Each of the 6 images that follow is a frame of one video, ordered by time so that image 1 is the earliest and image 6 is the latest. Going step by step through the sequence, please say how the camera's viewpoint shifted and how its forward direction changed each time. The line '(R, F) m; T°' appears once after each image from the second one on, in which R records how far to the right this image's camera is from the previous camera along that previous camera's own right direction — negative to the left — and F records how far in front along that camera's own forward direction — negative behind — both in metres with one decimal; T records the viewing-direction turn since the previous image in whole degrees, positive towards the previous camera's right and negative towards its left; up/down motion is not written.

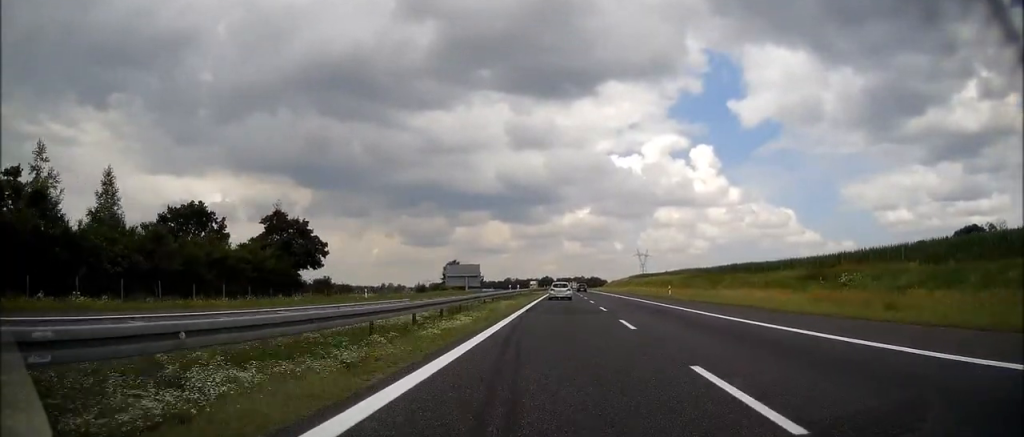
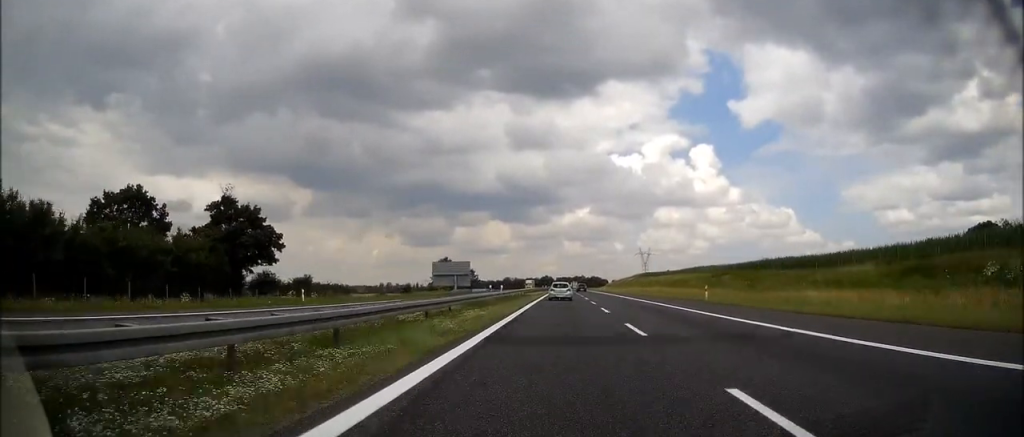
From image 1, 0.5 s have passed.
(+0.1, +14.5) m; 0°
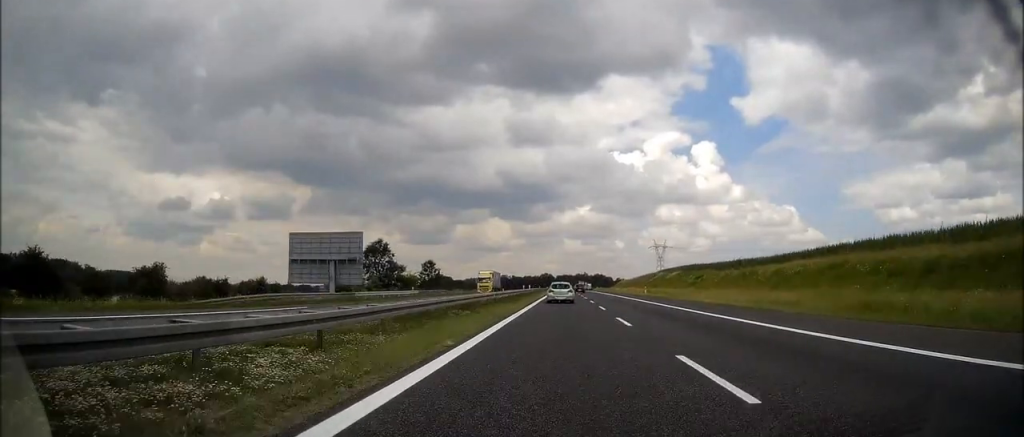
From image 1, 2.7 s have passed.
(-0.6, +69.1) m; -1°
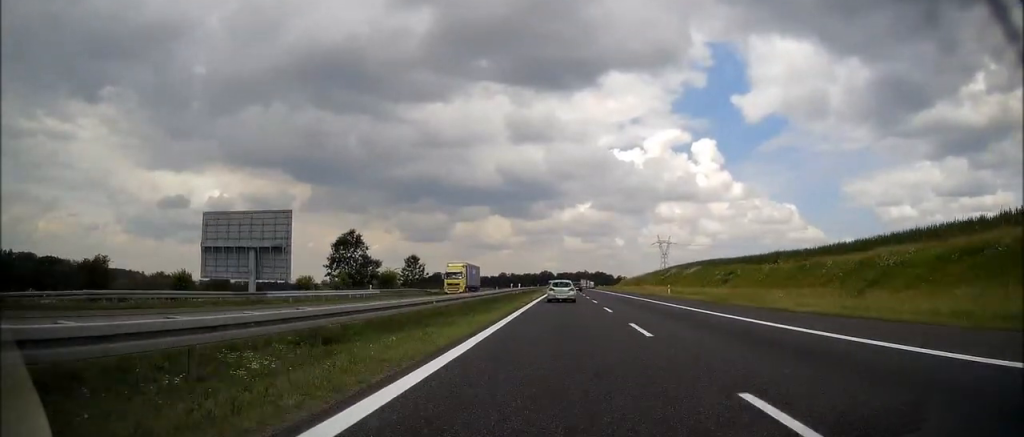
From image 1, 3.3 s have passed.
(0.0, +16.0) m; 0°
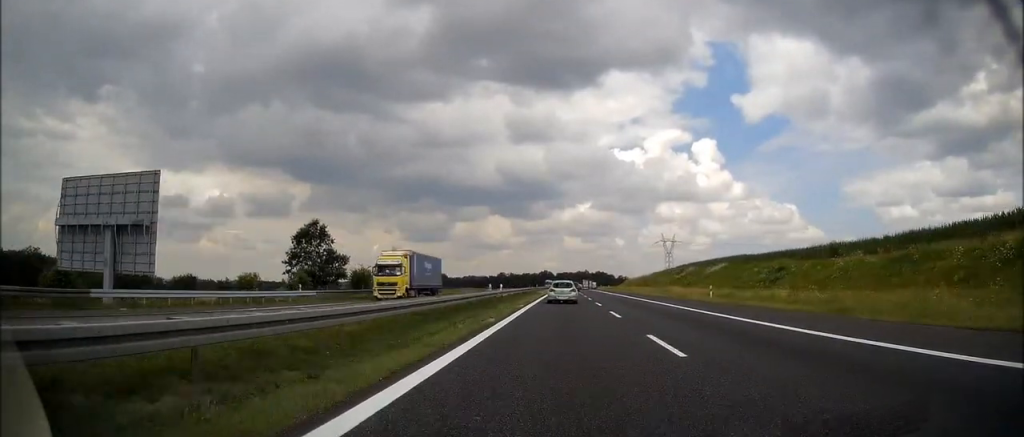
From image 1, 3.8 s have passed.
(0.0, +16.0) m; 0°
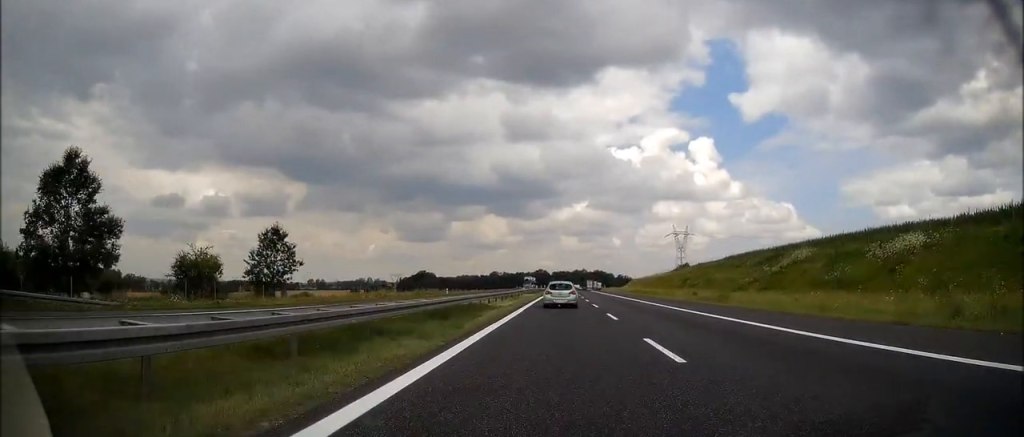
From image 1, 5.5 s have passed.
(+0.3, +49.3) m; 0°
